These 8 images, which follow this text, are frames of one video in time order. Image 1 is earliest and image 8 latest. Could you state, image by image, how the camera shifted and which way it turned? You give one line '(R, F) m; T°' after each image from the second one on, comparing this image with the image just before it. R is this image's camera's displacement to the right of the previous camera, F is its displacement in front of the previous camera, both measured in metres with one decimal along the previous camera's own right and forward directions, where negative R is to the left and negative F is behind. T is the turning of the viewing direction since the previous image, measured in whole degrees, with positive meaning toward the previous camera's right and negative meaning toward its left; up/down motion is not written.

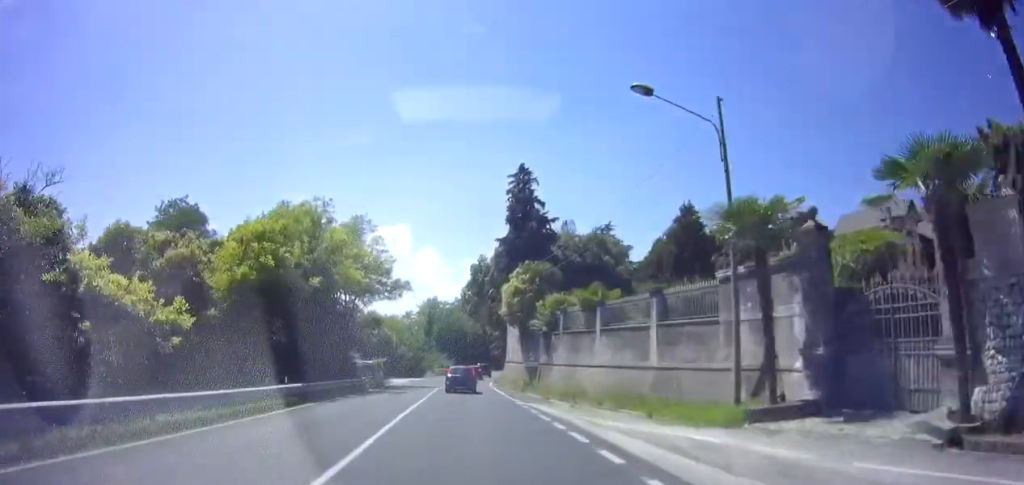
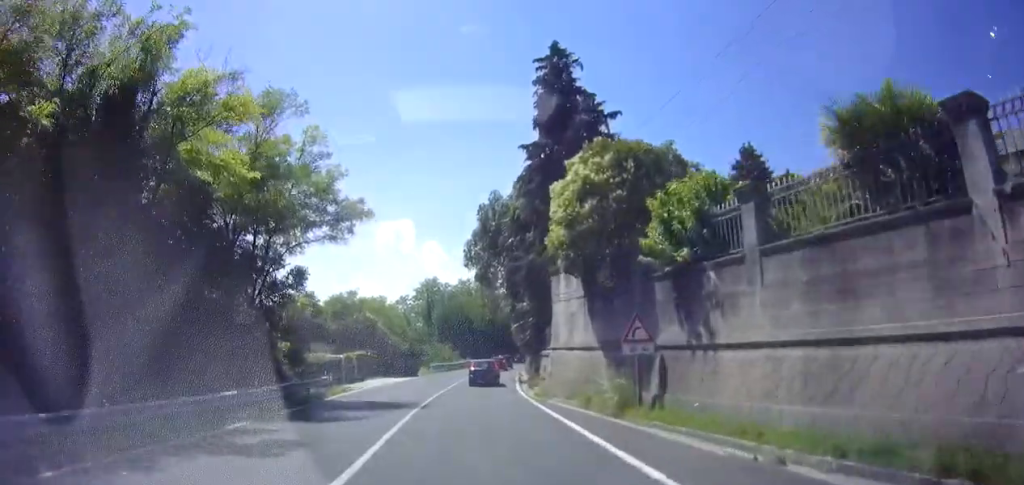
(-0.5, +17.9) m; -2°
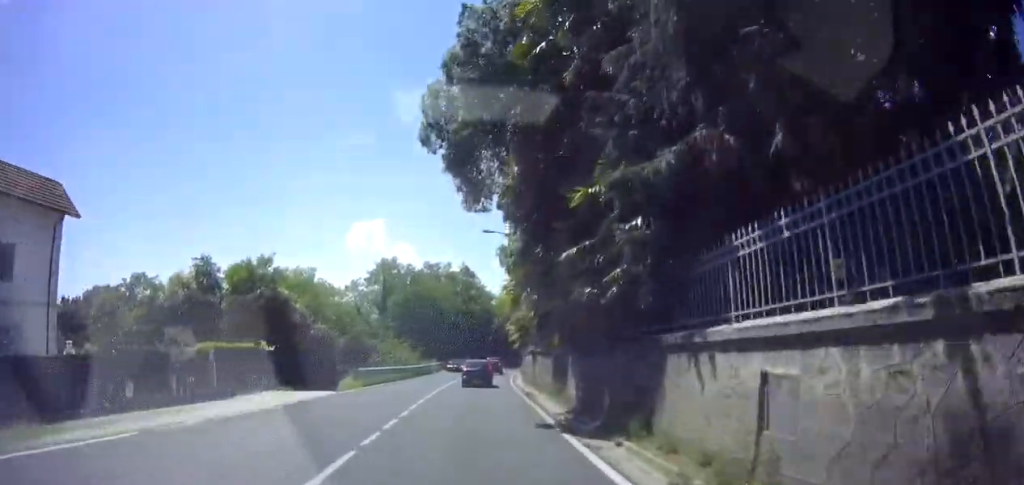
(-0.1, +21.2) m; +2°
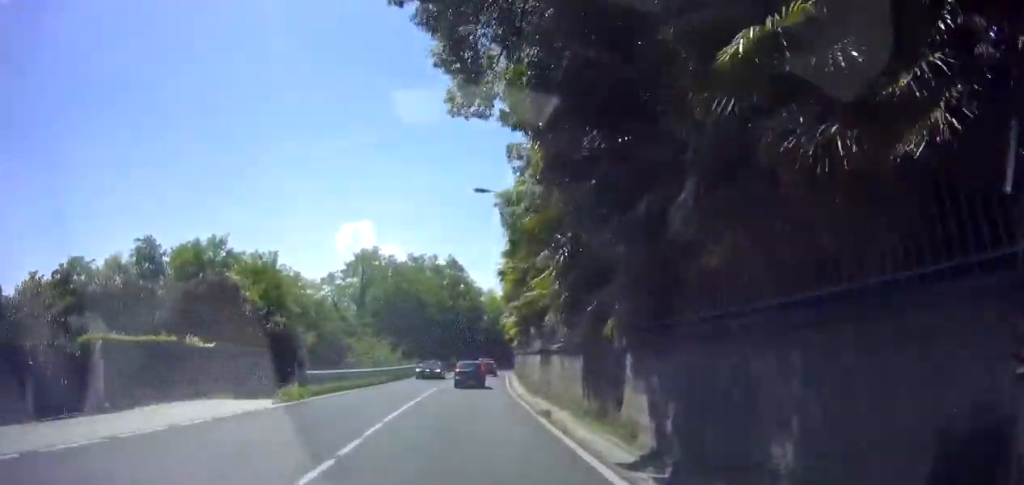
(-0.1, +7.0) m; +2°
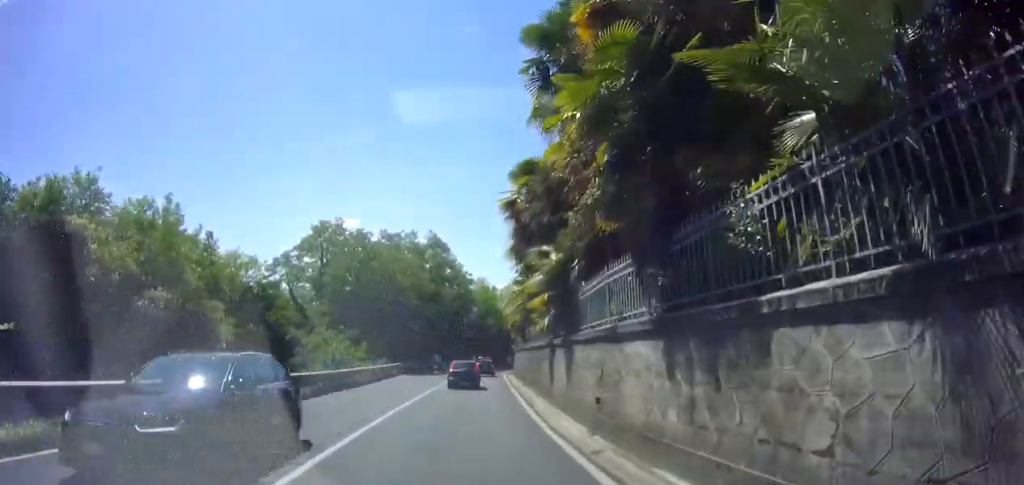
(+0.9, +13.9) m; +4°
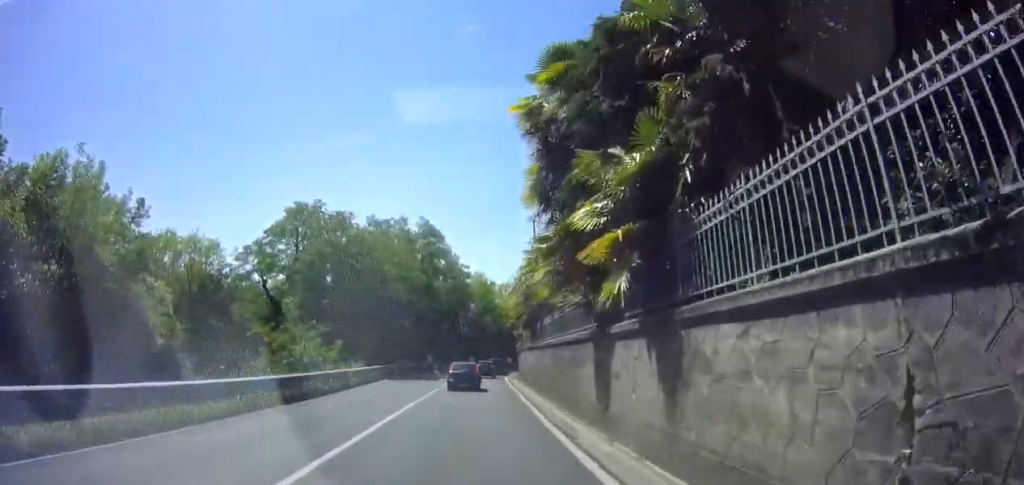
(0.0, +7.2) m; 0°
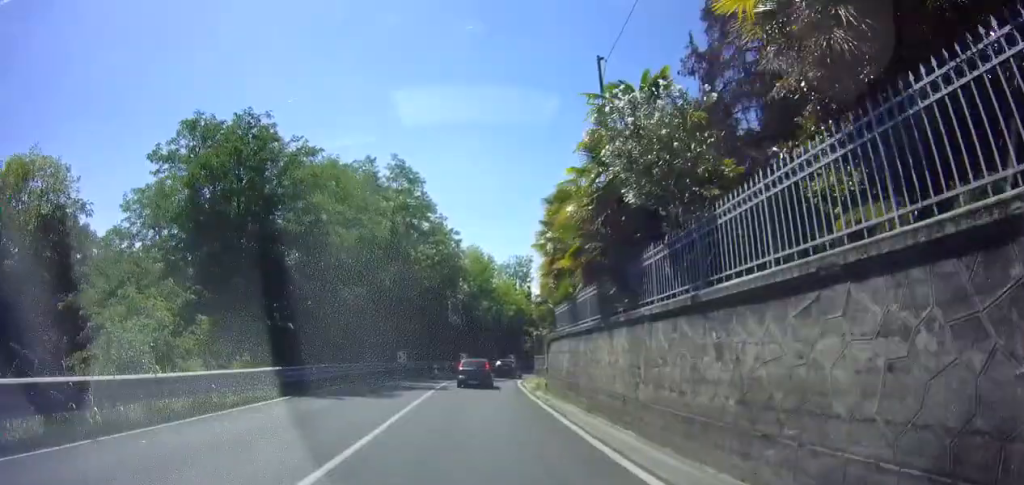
(0.0, +18.2) m; 0°
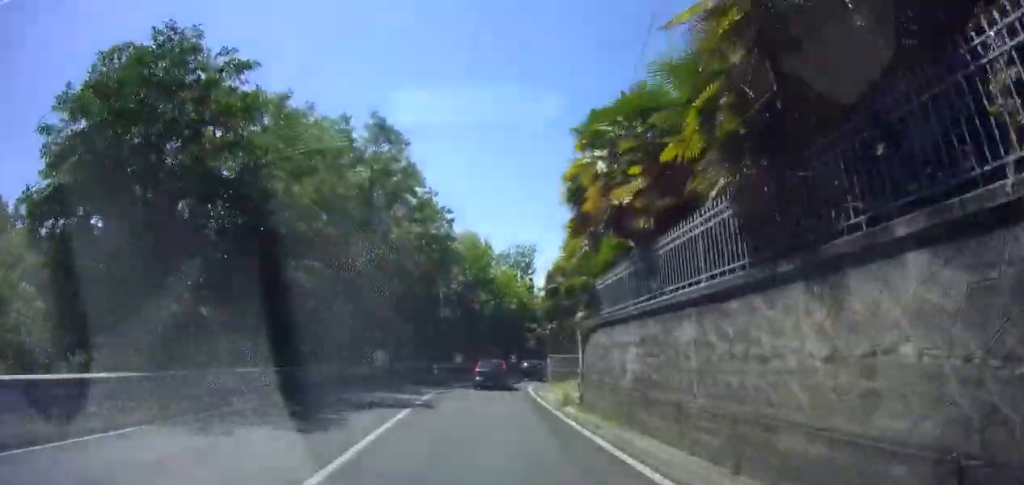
(0.0, +7.9) m; +1°
